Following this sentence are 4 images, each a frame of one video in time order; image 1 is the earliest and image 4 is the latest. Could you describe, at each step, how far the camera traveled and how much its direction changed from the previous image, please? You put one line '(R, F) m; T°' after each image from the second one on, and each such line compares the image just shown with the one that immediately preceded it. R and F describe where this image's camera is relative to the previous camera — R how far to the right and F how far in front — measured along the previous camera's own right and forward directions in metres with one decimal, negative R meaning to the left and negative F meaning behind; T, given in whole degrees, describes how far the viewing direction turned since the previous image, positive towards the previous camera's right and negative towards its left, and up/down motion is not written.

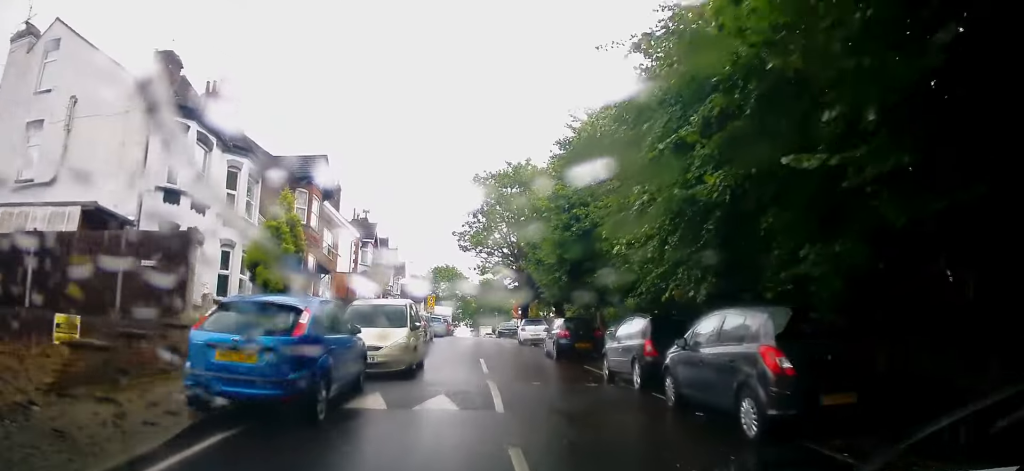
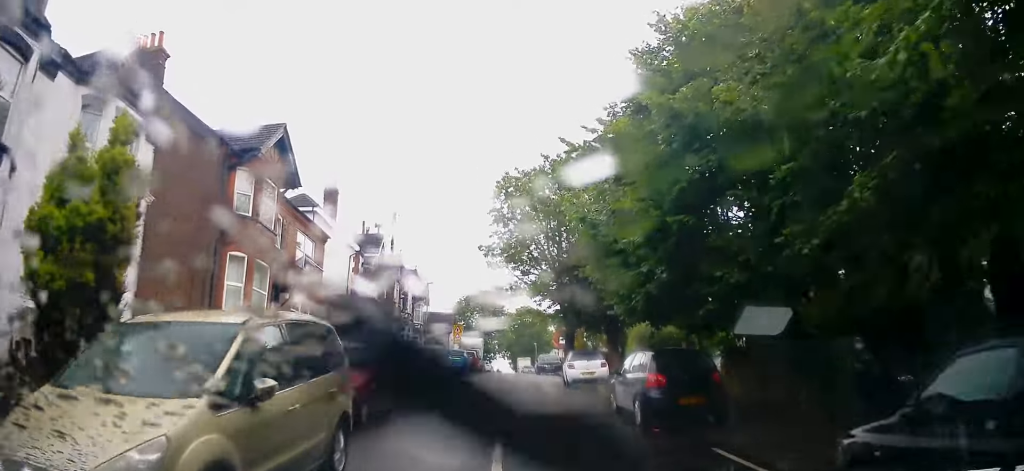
(+0.1, +9.1) m; +3°
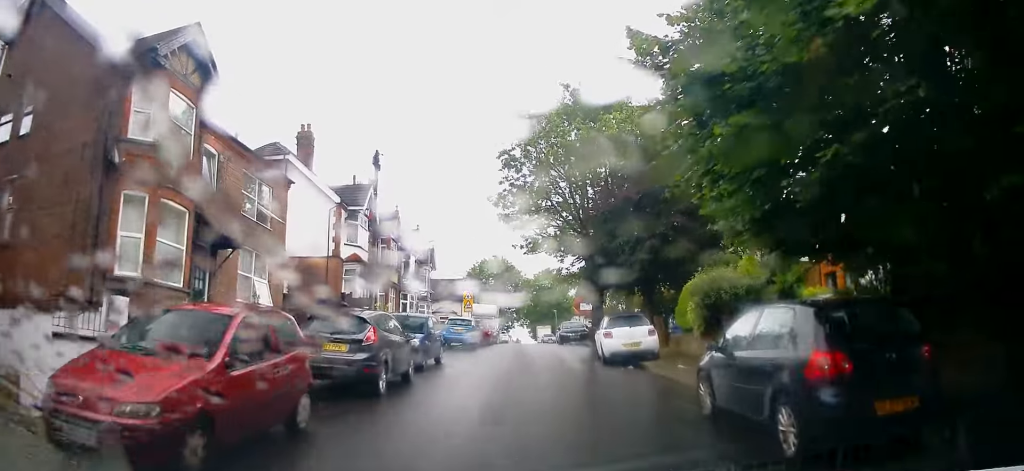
(-0.4, +5.9) m; -6°
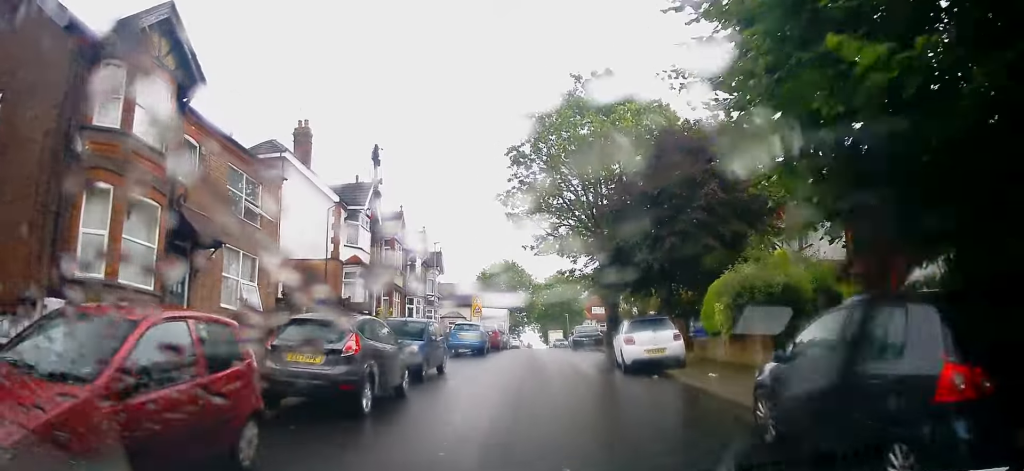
(-0.1, +1.6) m; 0°
